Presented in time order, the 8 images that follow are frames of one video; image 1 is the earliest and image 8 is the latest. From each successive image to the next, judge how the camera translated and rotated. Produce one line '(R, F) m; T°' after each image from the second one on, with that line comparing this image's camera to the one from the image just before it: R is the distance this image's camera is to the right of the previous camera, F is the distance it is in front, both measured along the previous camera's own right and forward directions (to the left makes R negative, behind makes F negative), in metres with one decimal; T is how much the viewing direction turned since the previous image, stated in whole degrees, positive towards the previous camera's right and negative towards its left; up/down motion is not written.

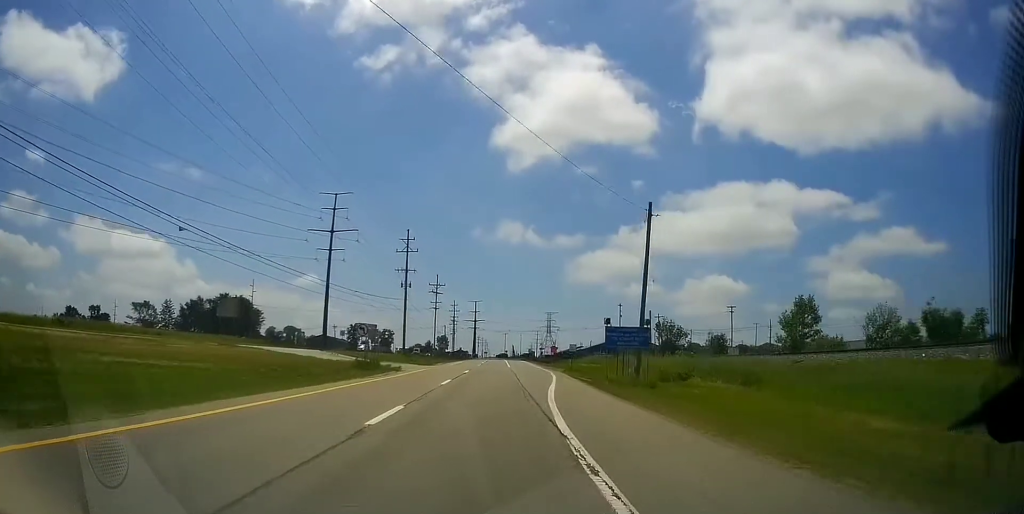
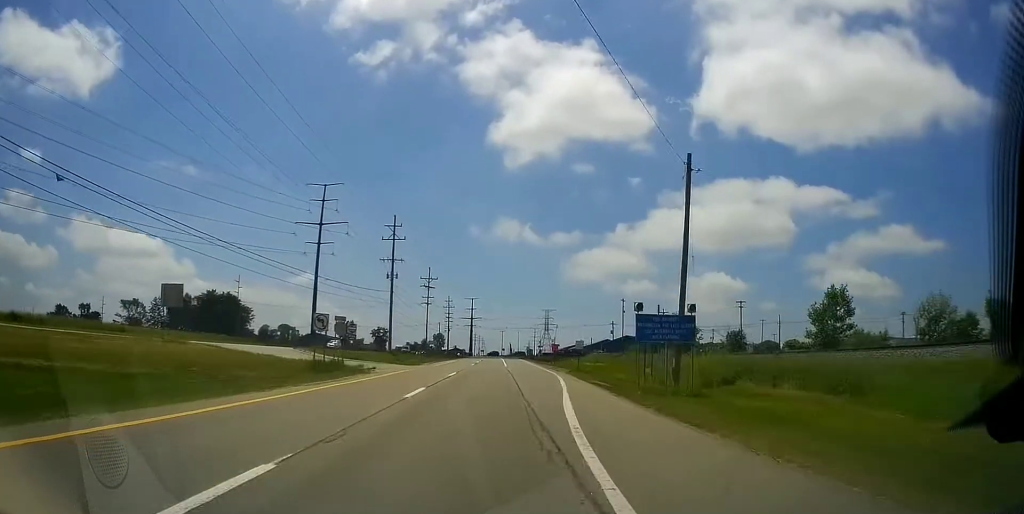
(-0.2, +8.8) m; 0°
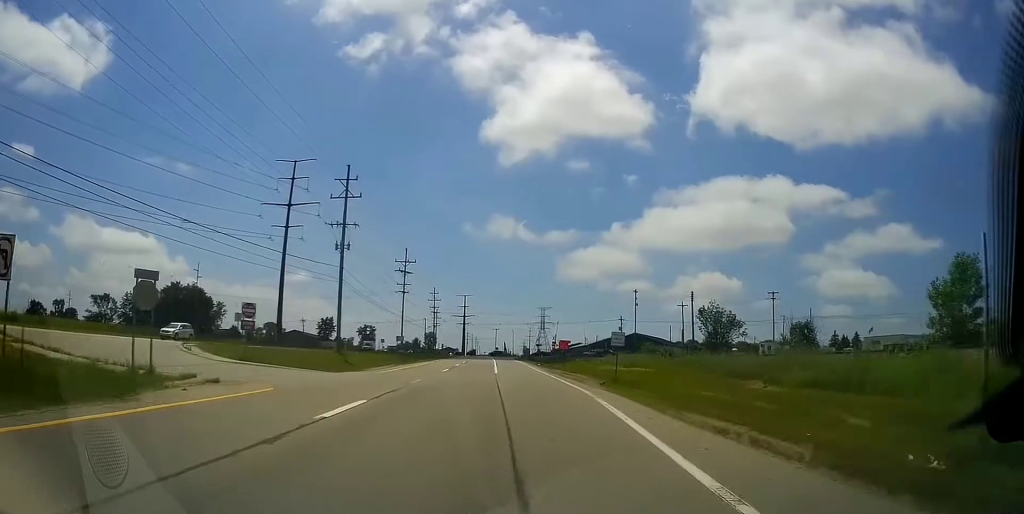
(+0.5, +22.6) m; +2°
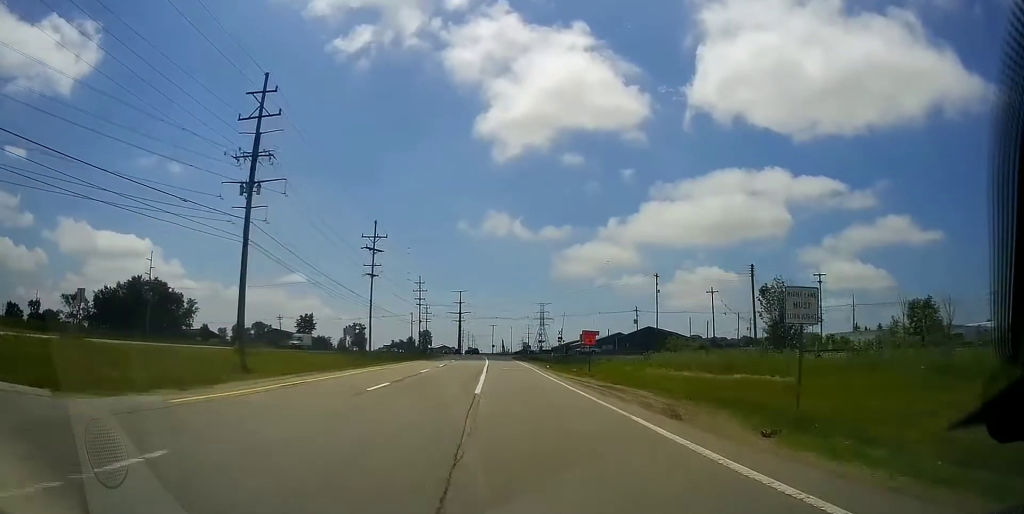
(+0.1, +22.0) m; 0°
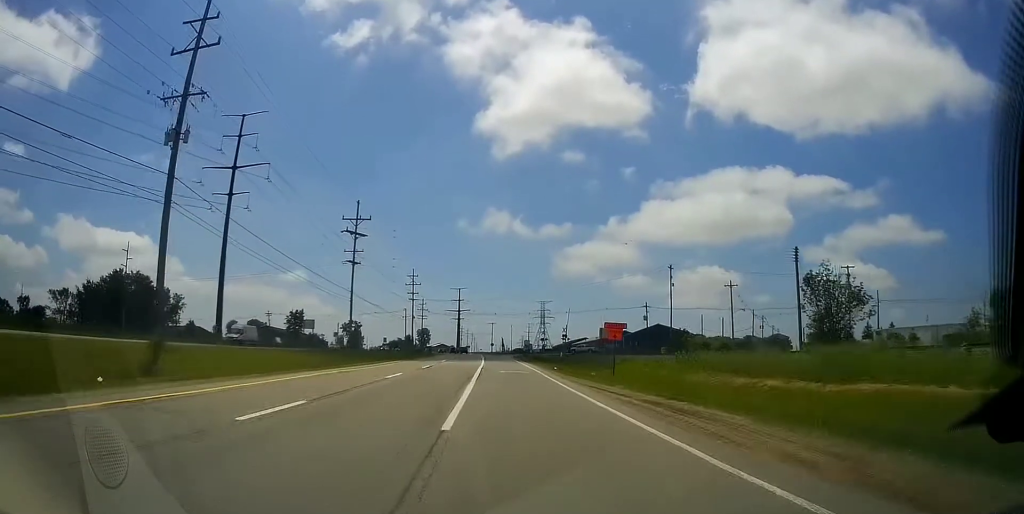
(0.0, +10.2) m; 0°
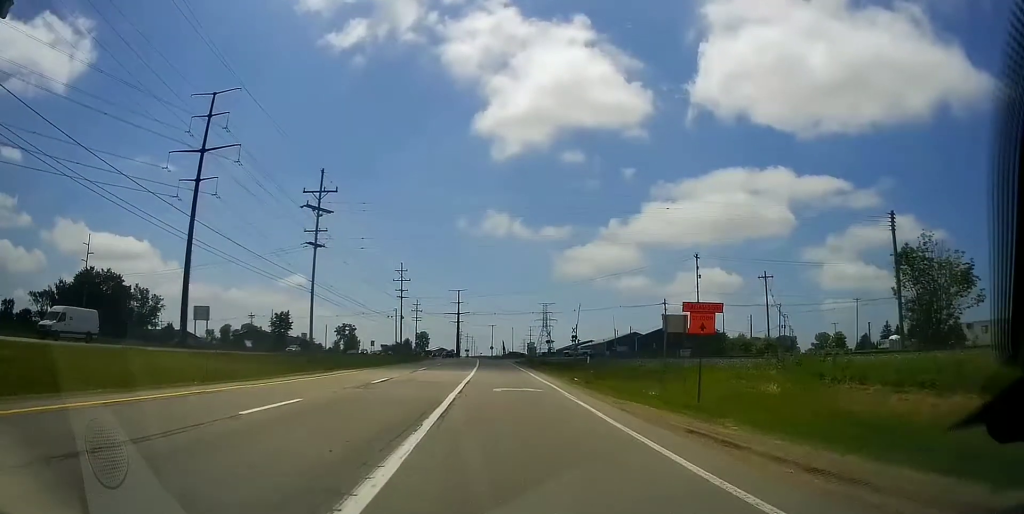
(0.0, +14.4) m; 0°
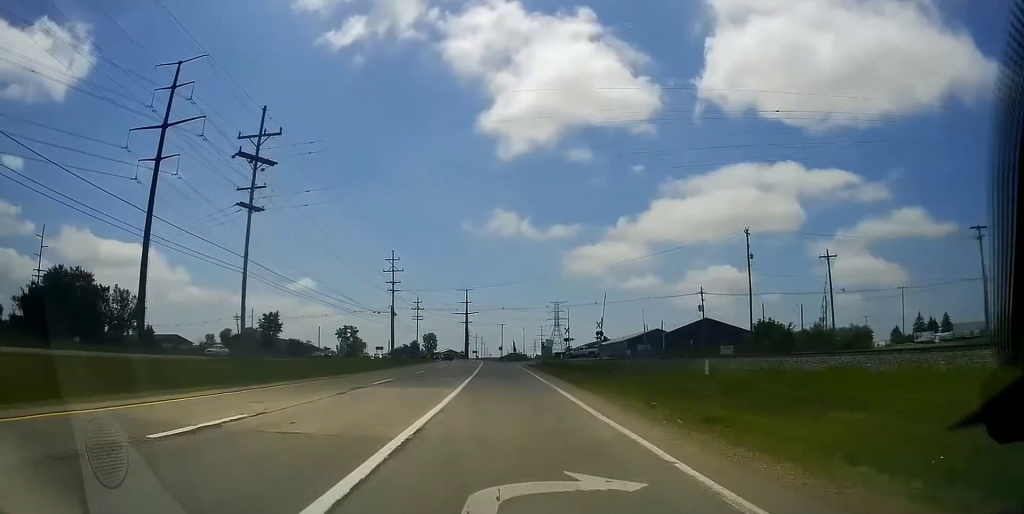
(-0.1, +17.3) m; -1°
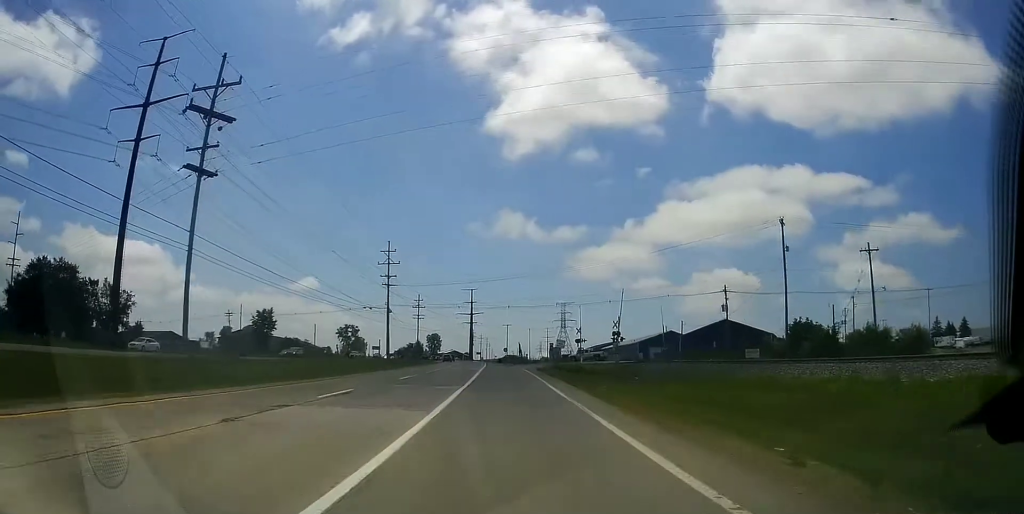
(-0.1, +8.5) m; 0°
